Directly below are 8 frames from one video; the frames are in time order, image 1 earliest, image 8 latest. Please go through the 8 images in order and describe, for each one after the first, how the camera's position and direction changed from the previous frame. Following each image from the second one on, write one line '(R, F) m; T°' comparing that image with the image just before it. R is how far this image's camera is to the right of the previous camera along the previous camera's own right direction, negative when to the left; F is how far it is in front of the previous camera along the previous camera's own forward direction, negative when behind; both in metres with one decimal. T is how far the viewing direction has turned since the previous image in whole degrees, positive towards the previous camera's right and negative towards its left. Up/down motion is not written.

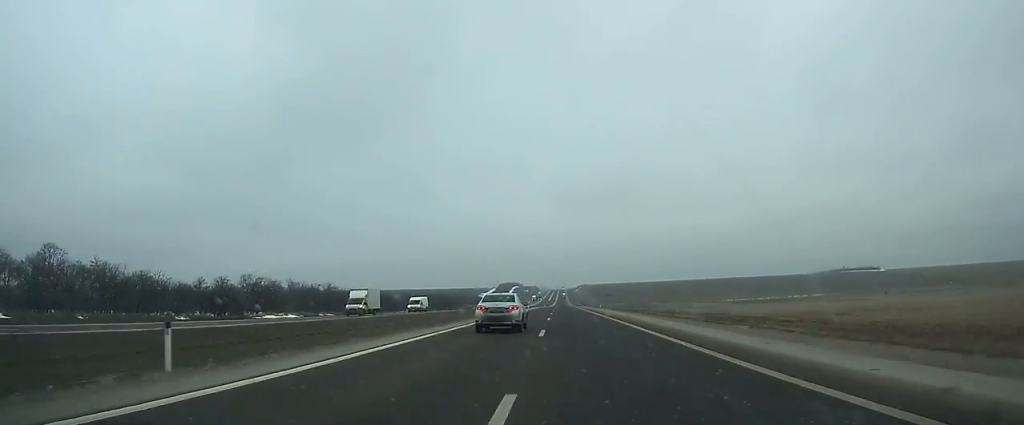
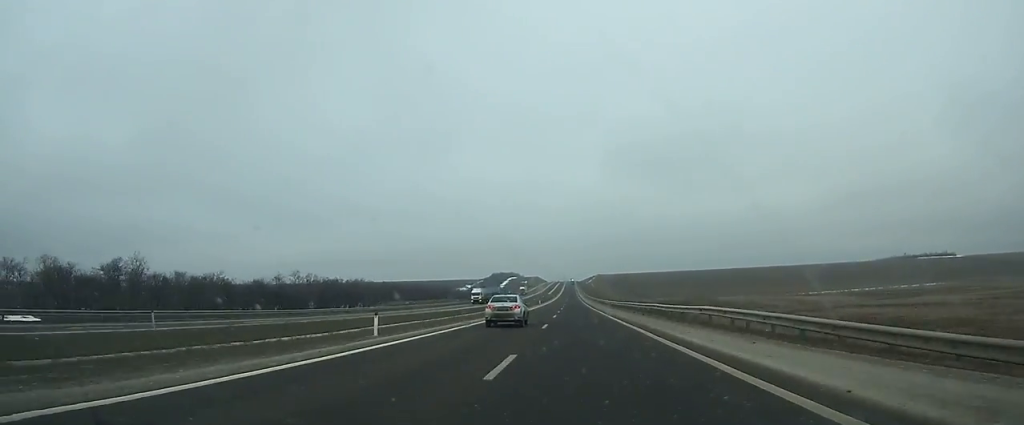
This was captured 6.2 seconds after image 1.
(-1.6, +187.6) m; -1°
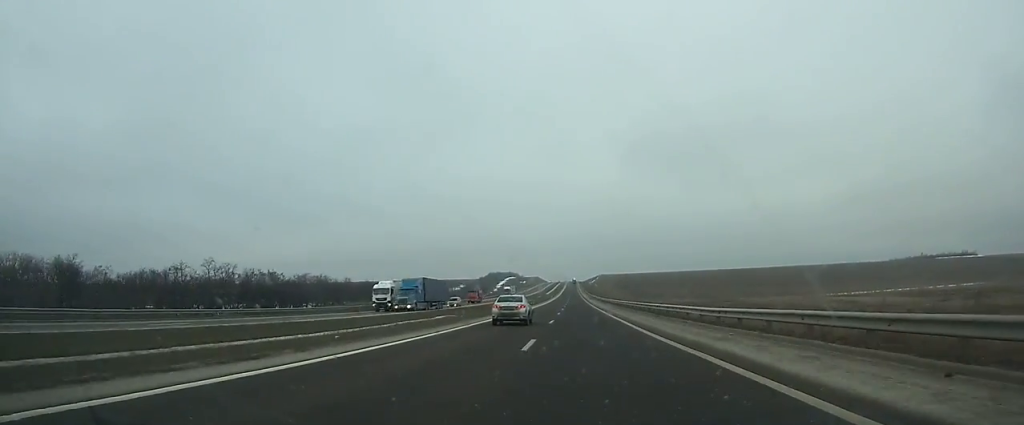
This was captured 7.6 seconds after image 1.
(0.0, +42.9) m; 0°
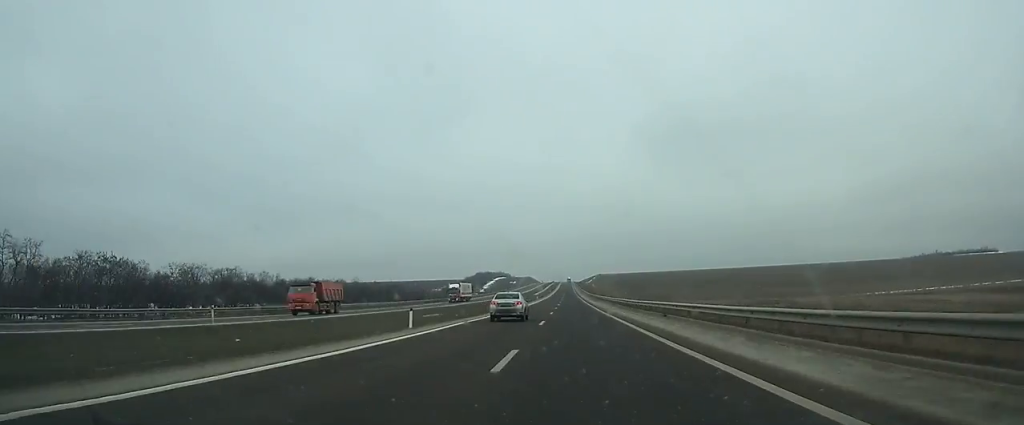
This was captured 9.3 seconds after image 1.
(0.0, +52.7) m; 0°
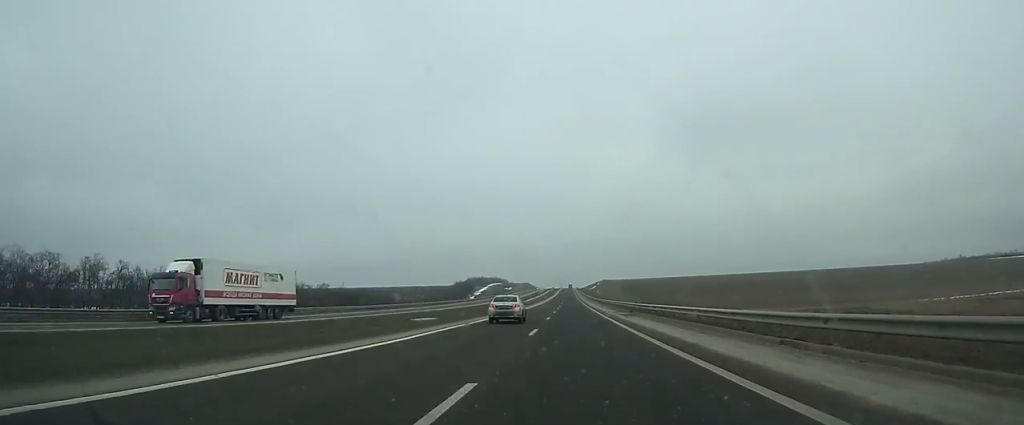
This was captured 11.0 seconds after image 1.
(0.0, +52.9) m; 0°
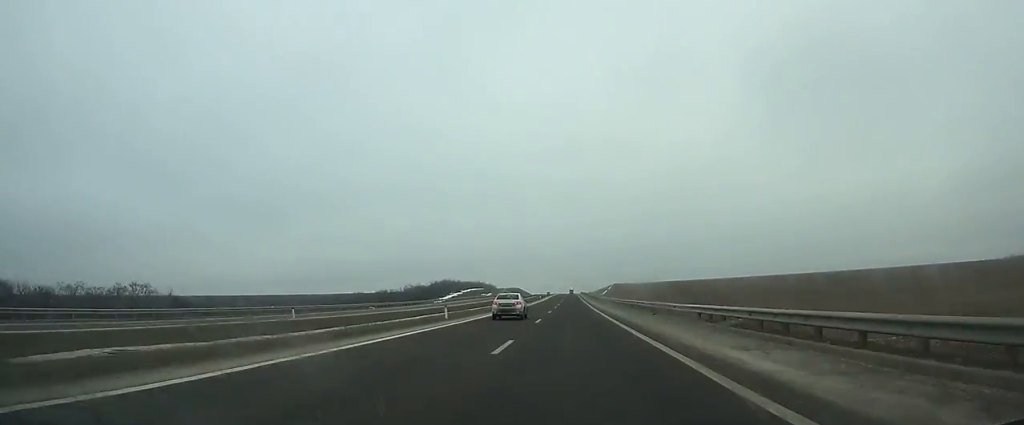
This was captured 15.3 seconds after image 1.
(-0.2, +135.3) m; 0°
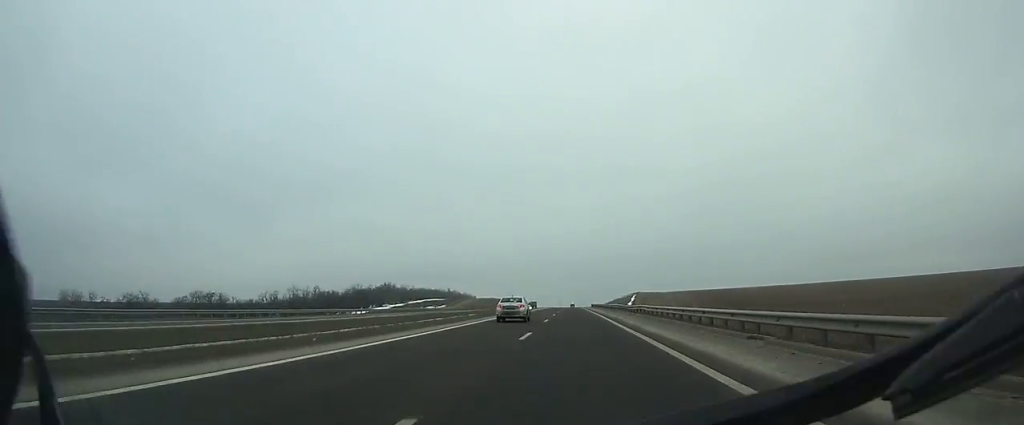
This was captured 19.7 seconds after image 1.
(+0.2, +138.1) m; 0°
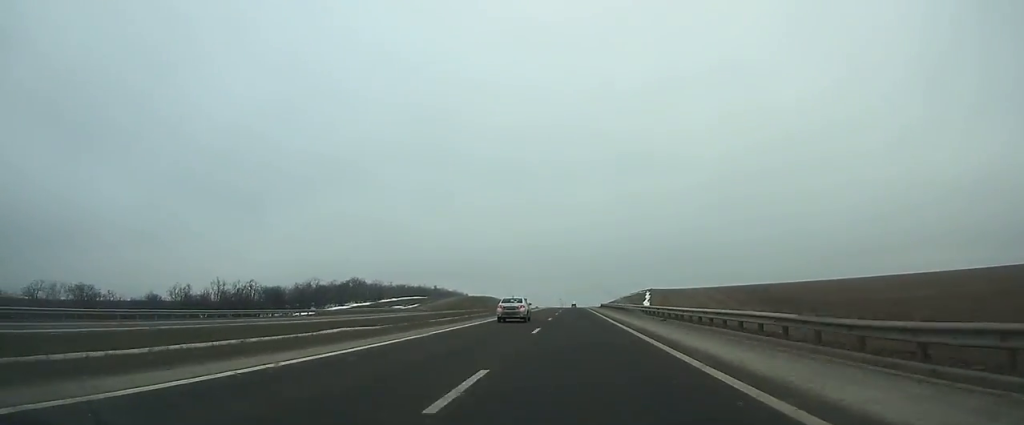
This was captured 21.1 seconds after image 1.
(-0.1, +43.5) m; 0°
